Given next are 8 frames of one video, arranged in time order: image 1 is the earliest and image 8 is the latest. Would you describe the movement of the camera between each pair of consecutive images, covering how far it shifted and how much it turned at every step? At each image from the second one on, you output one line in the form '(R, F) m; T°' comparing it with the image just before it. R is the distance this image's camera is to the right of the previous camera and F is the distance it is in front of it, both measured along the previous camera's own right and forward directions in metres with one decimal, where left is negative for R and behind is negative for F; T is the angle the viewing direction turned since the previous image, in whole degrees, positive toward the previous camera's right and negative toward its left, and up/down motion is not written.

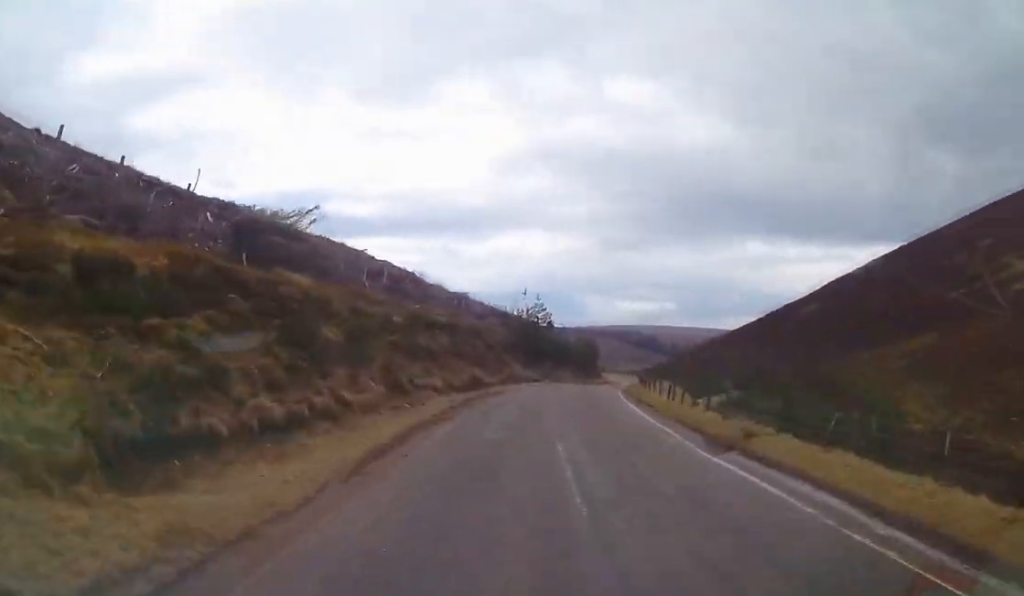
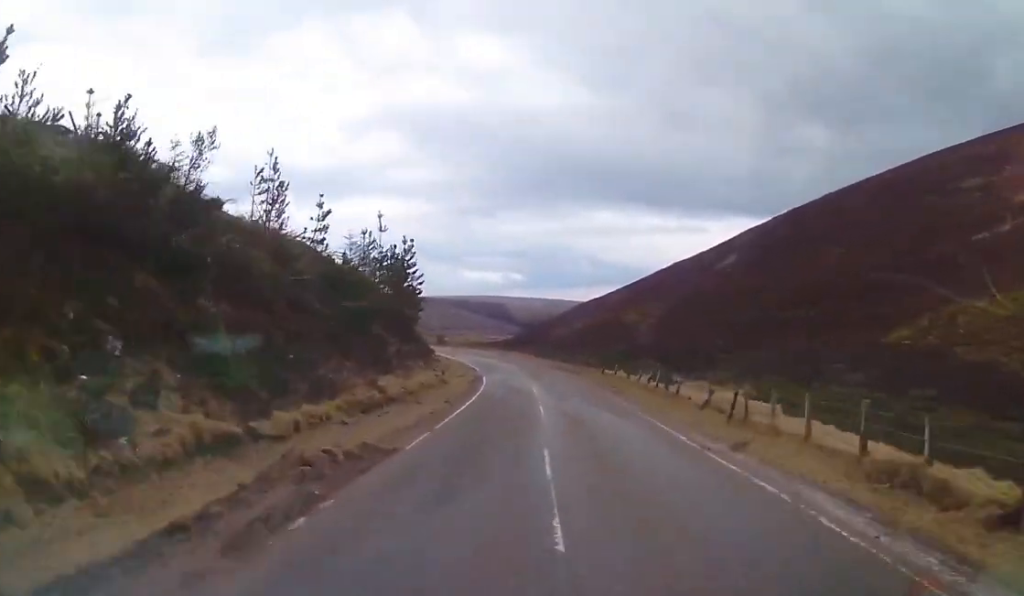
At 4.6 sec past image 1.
(+9.2, +83.0) m; +11°
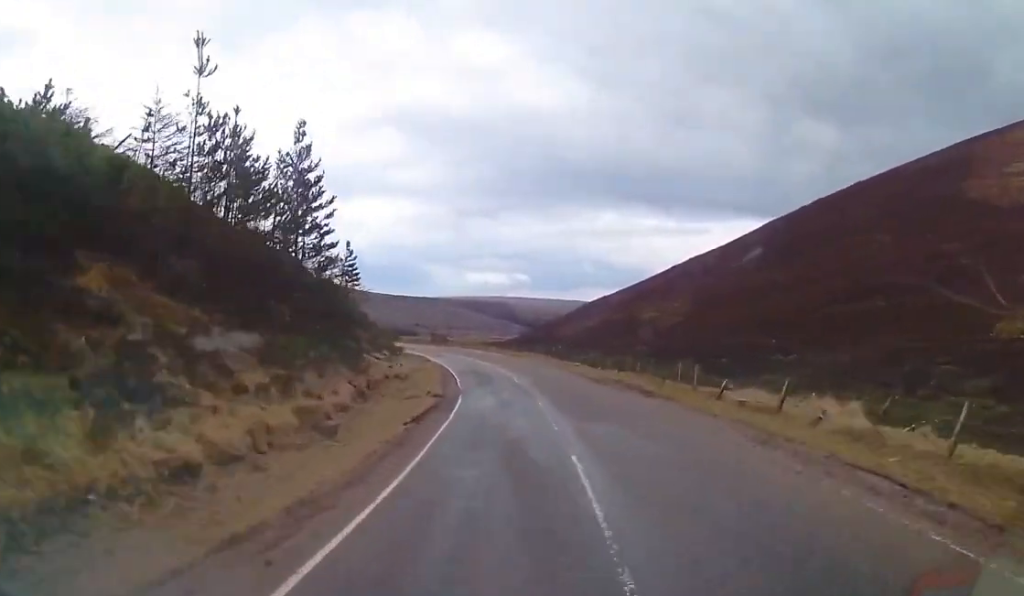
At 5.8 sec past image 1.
(-0.1, +21.6) m; -1°
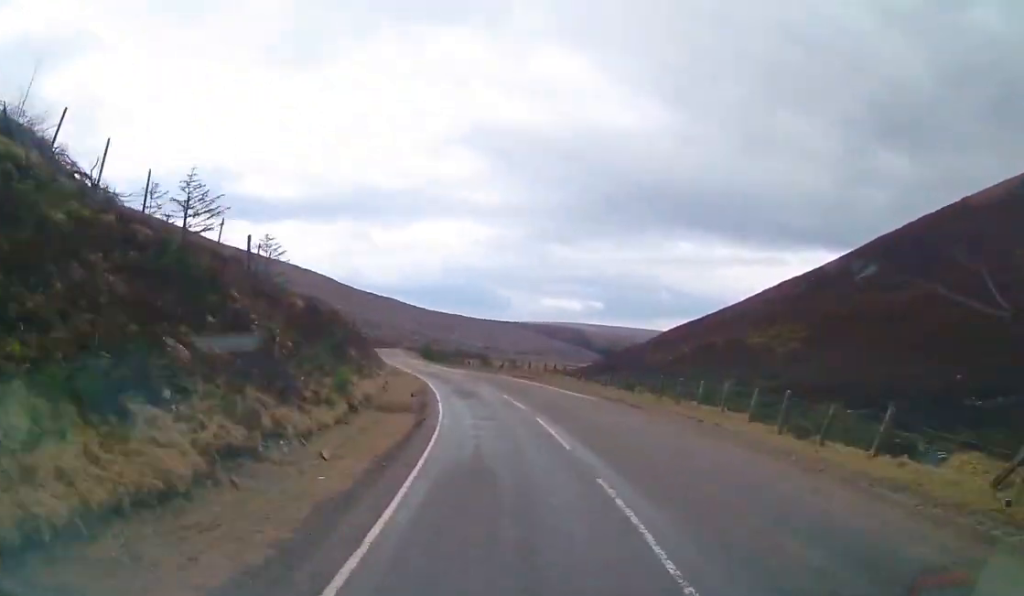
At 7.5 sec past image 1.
(-0.1, +30.1) m; -3°
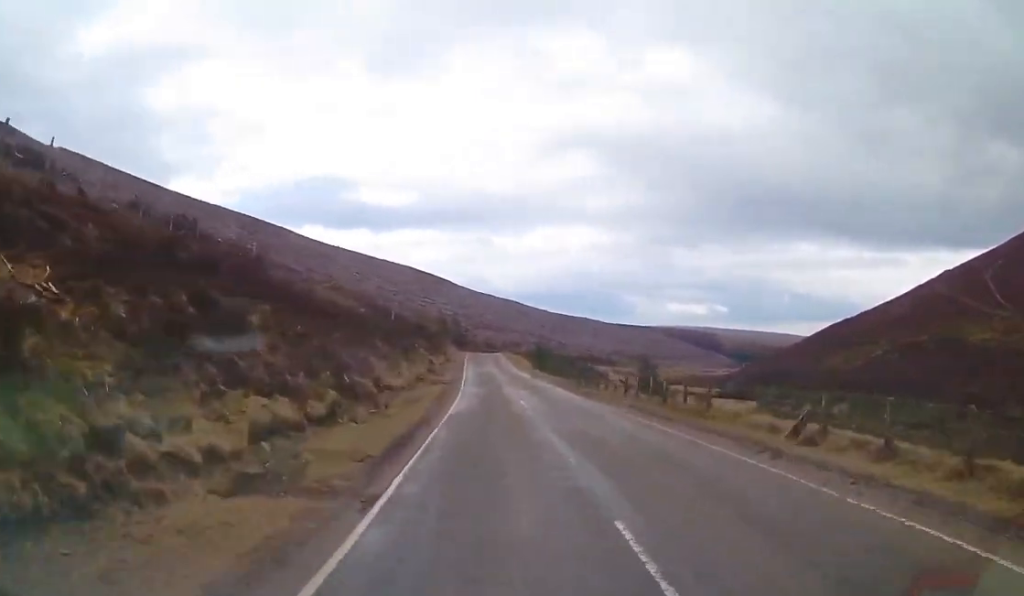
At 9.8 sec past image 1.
(-1.8, +40.0) m; -4°
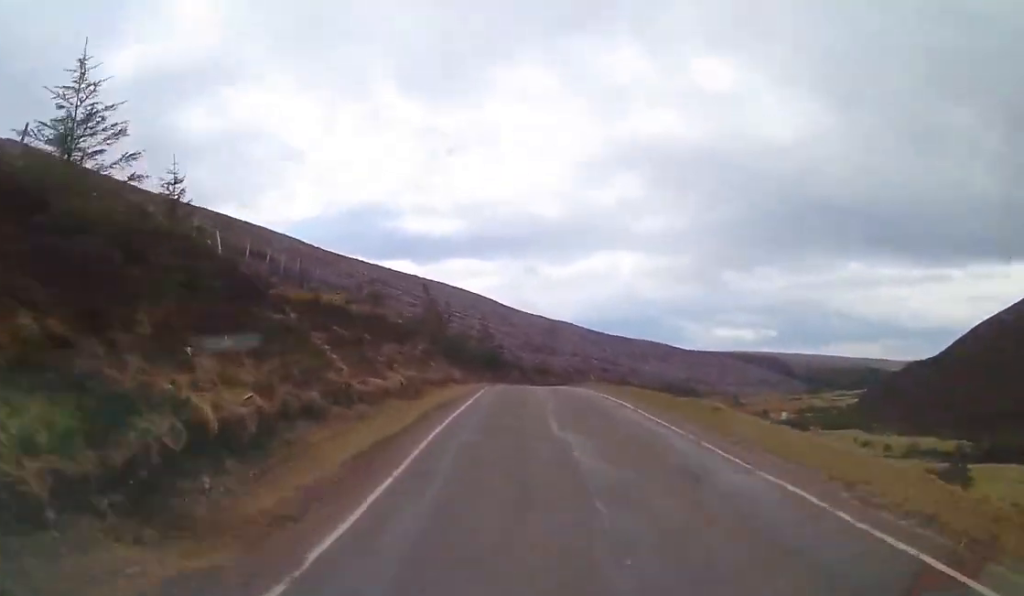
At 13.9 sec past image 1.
(-4.1, +70.0) m; -4°
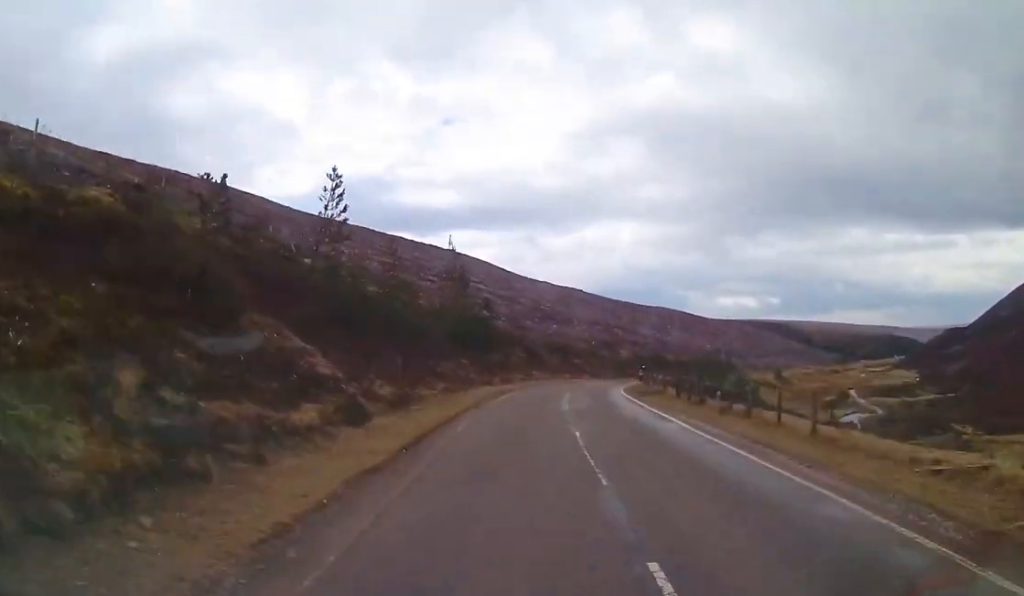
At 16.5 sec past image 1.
(+0.2, +44.4) m; +5°
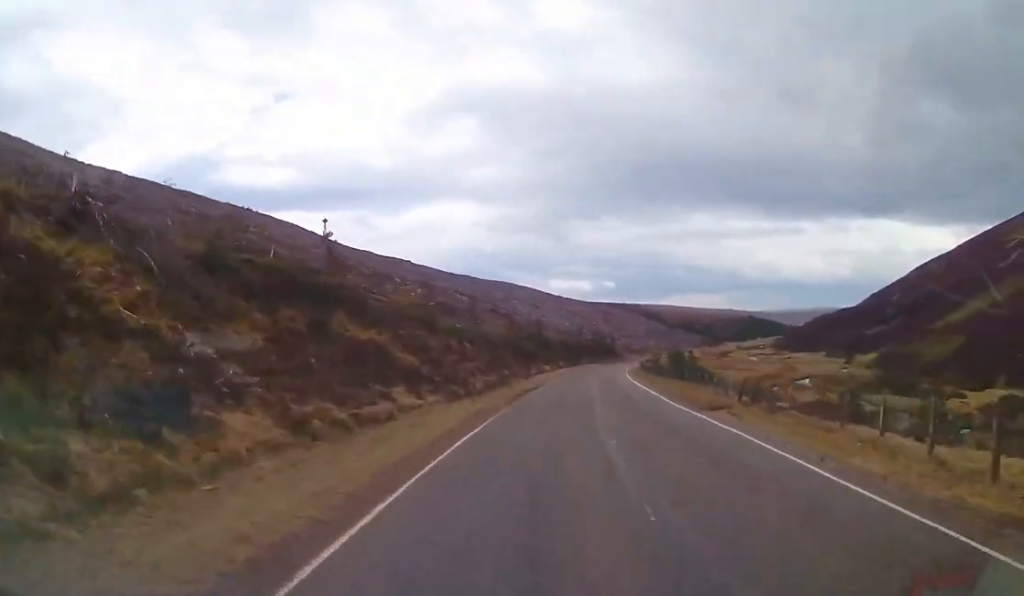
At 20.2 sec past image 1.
(+6.0, +61.5) m; +13°
